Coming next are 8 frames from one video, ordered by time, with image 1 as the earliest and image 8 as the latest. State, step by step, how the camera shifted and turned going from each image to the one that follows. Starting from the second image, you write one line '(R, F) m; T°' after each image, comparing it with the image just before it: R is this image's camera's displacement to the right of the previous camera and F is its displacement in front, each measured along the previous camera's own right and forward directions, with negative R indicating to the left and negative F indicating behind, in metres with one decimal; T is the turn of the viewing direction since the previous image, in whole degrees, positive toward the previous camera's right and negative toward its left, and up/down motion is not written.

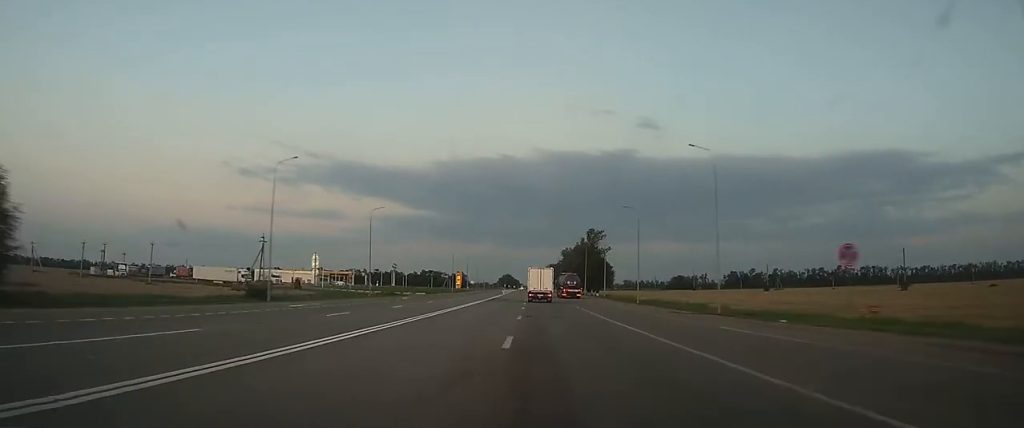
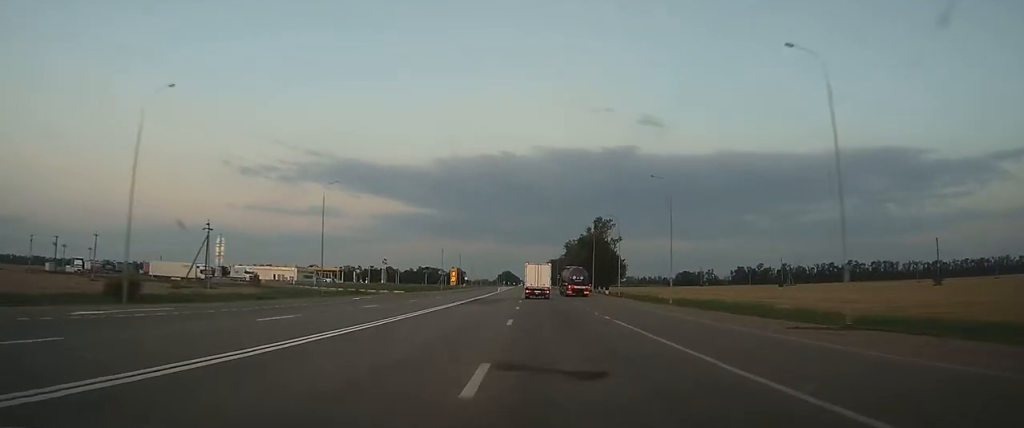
(0.0, +17.5) m; 0°
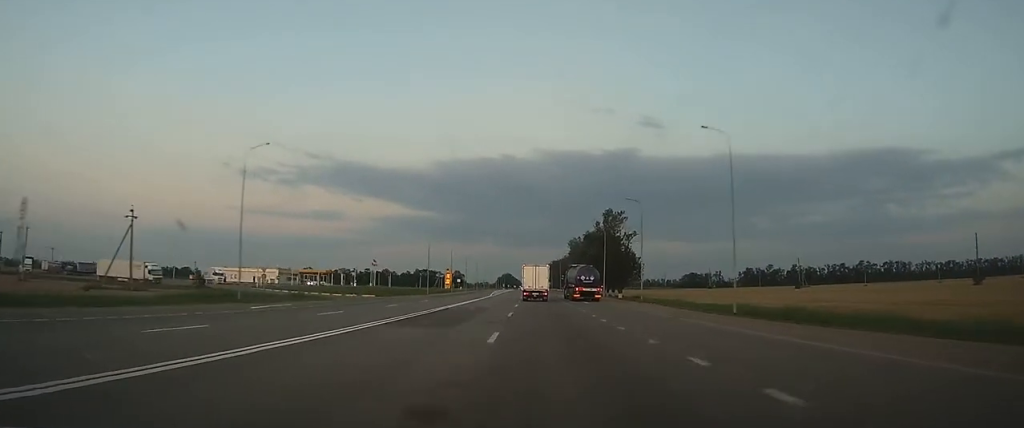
(0.0, +17.2) m; 0°
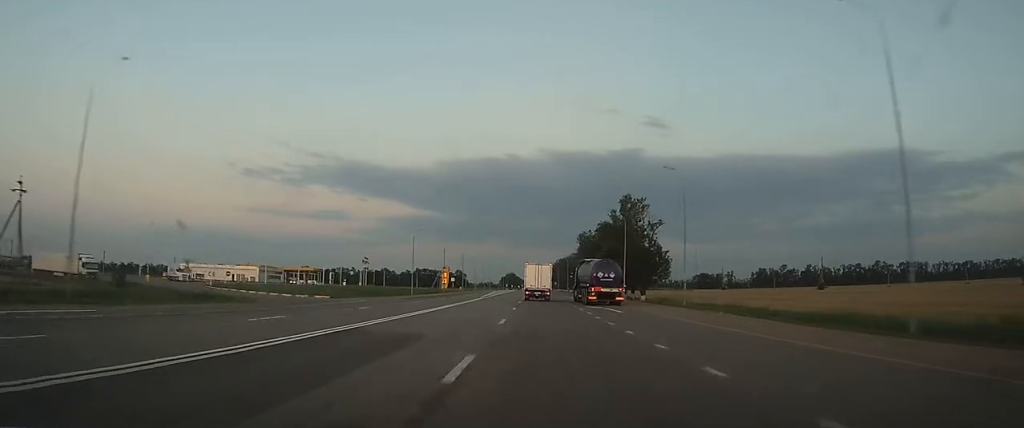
(-0.1, +17.9) m; 0°
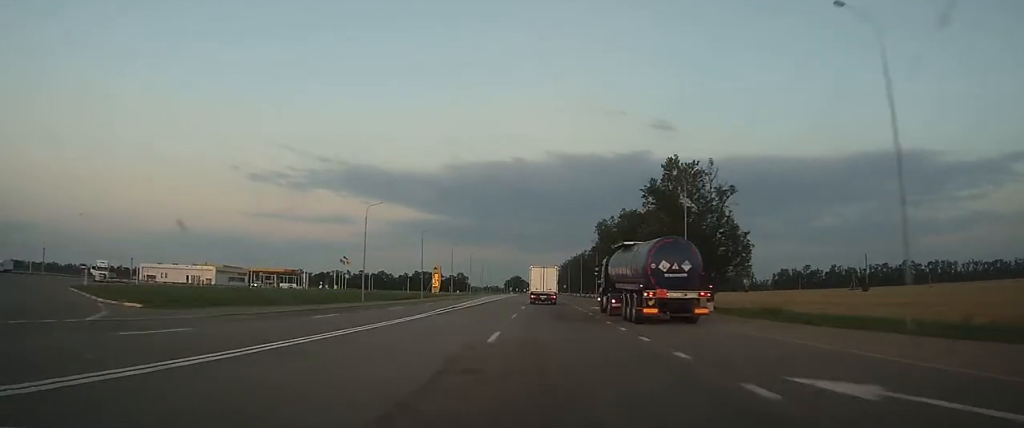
(-0.1, +29.8) m; 0°
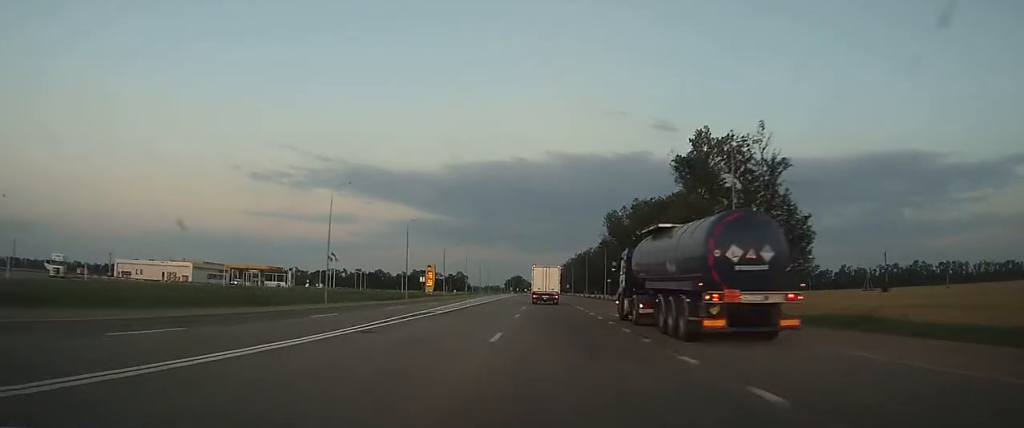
(0.0, +12.0) m; 0°
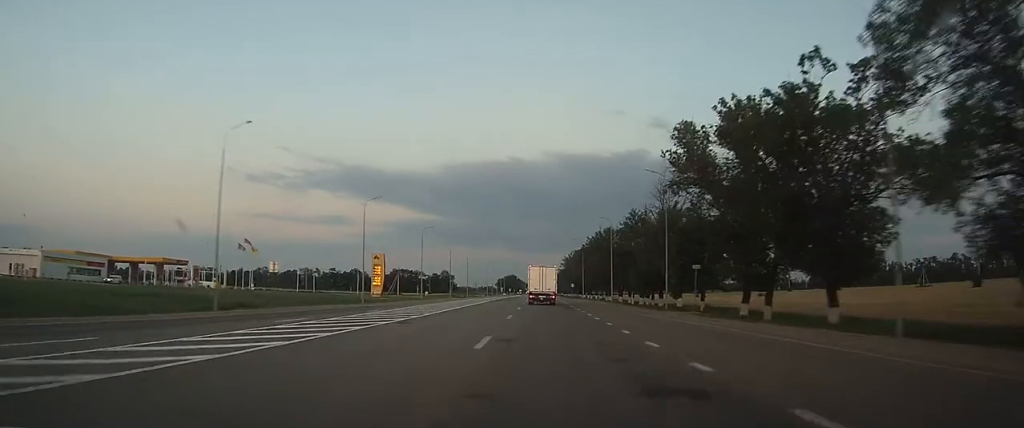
(-0.3, +49.5) m; 0°
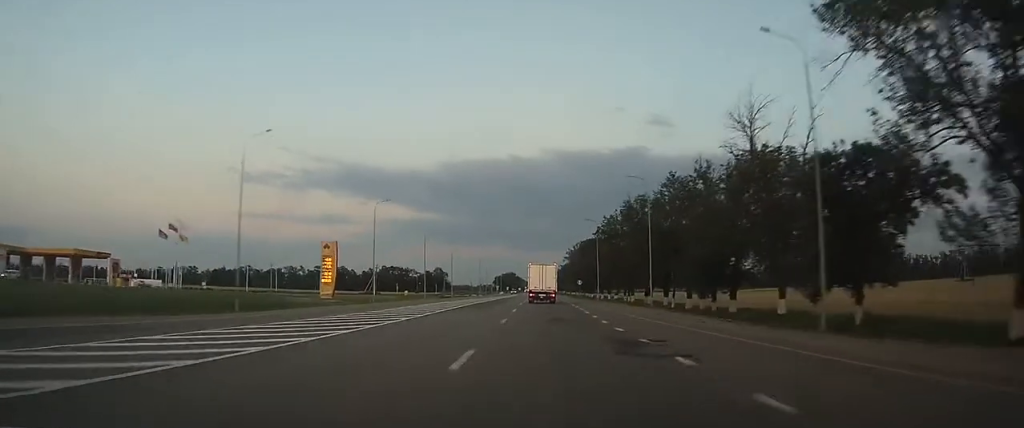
(+0.2, +27.2) m; 0°
